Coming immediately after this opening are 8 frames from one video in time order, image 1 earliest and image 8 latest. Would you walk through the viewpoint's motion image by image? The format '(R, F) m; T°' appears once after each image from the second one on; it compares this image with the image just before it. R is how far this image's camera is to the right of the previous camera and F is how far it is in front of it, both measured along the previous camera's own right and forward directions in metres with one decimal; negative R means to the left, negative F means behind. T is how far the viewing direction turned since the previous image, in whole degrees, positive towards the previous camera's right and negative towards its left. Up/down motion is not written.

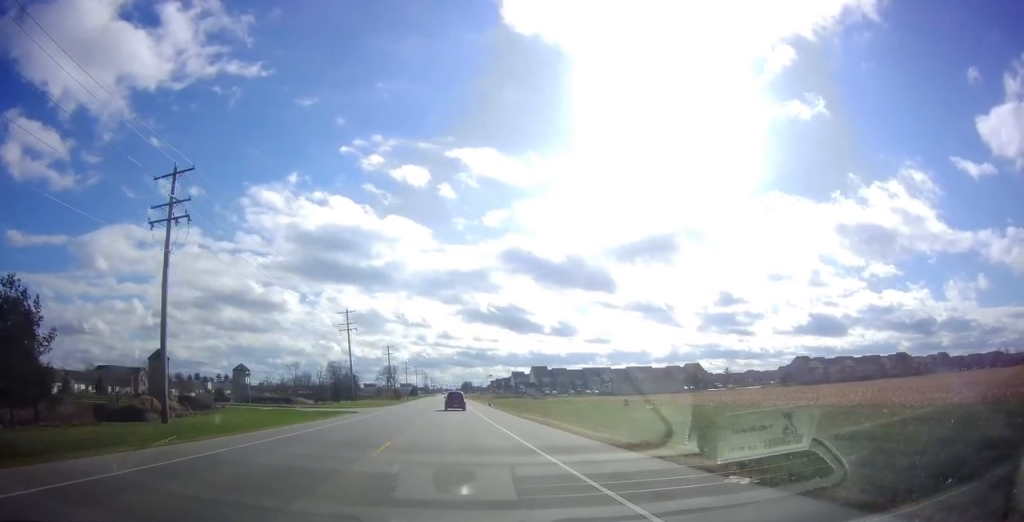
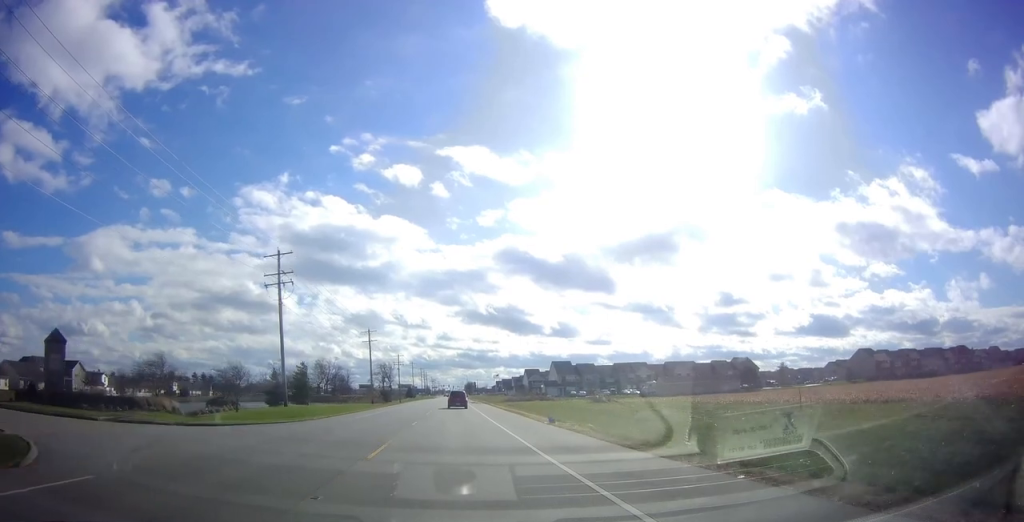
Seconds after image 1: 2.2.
(-0.5, +39.3) m; +1°
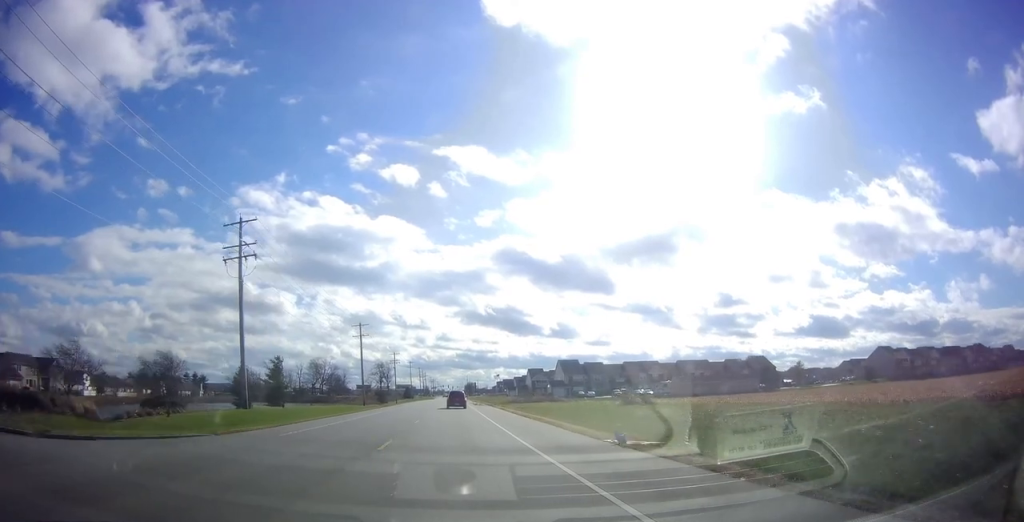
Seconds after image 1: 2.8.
(+0.1, +10.7) m; 0°
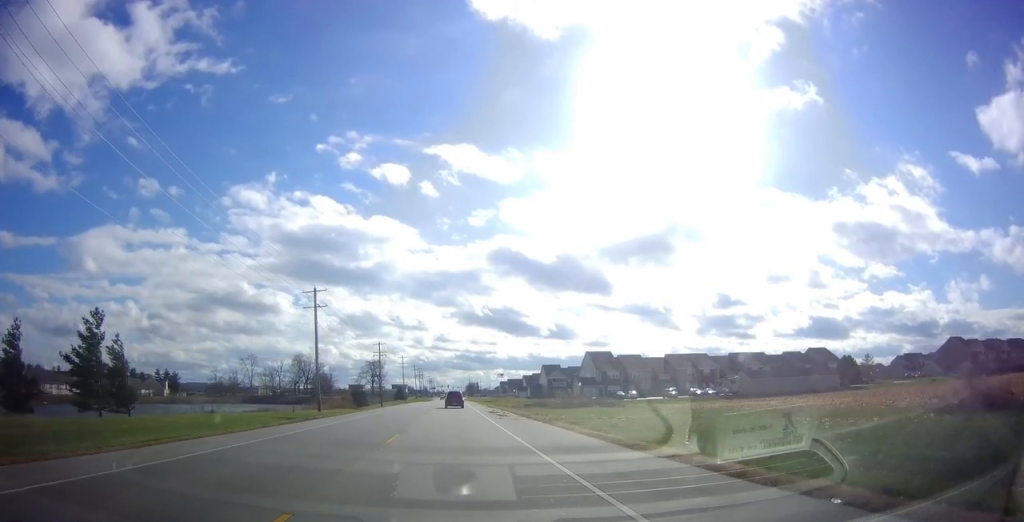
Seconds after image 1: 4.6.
(0.0, +34.5) m; 0°
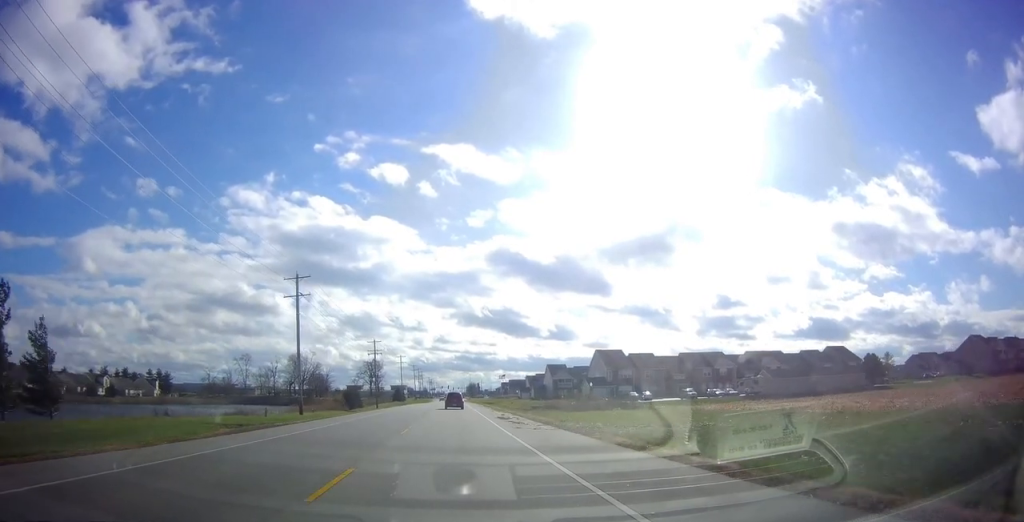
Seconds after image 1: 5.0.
(0.0, +8.9) m; -1°
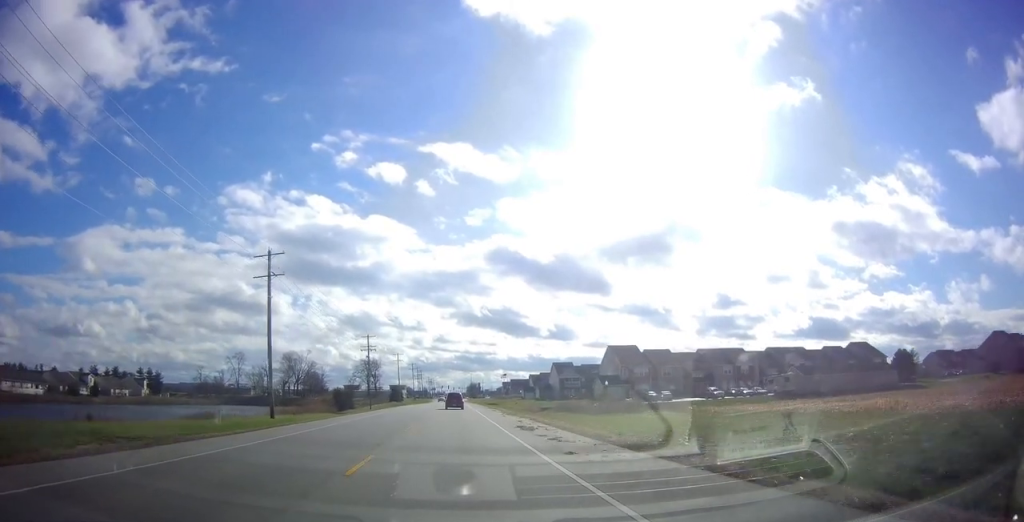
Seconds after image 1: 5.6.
(-0.1, +10.8) m; 0°
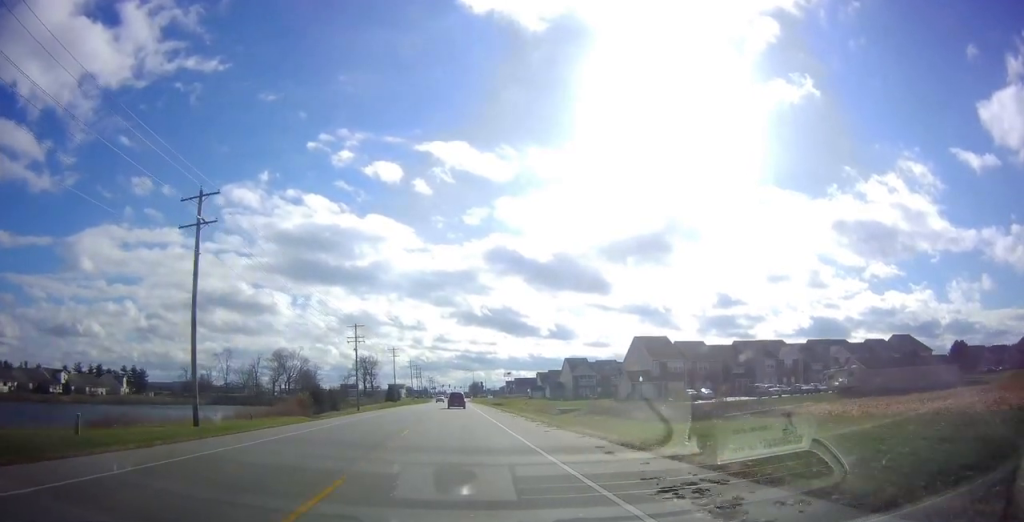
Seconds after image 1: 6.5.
(-0.2, +16.1) m; 0°
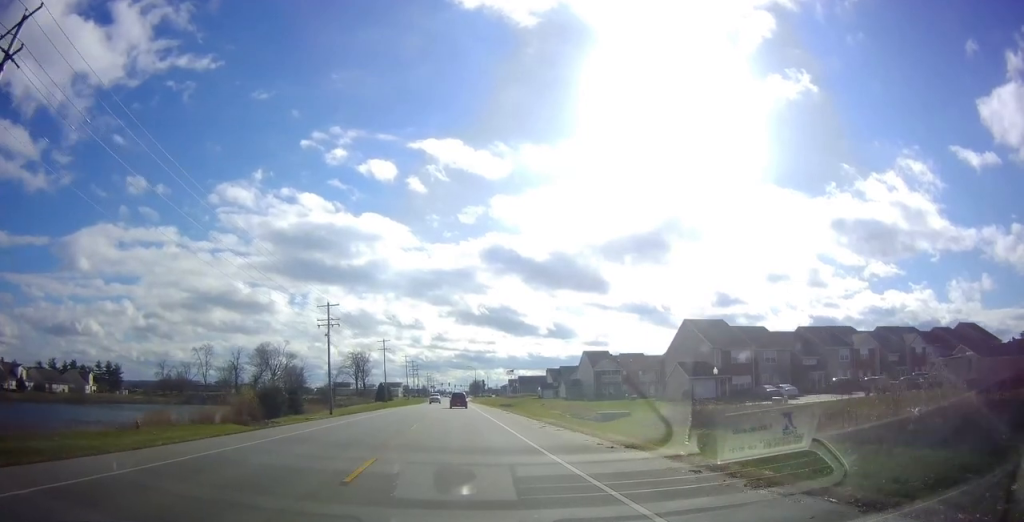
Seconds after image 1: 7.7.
(+0.2, +22.4) m; 0°
